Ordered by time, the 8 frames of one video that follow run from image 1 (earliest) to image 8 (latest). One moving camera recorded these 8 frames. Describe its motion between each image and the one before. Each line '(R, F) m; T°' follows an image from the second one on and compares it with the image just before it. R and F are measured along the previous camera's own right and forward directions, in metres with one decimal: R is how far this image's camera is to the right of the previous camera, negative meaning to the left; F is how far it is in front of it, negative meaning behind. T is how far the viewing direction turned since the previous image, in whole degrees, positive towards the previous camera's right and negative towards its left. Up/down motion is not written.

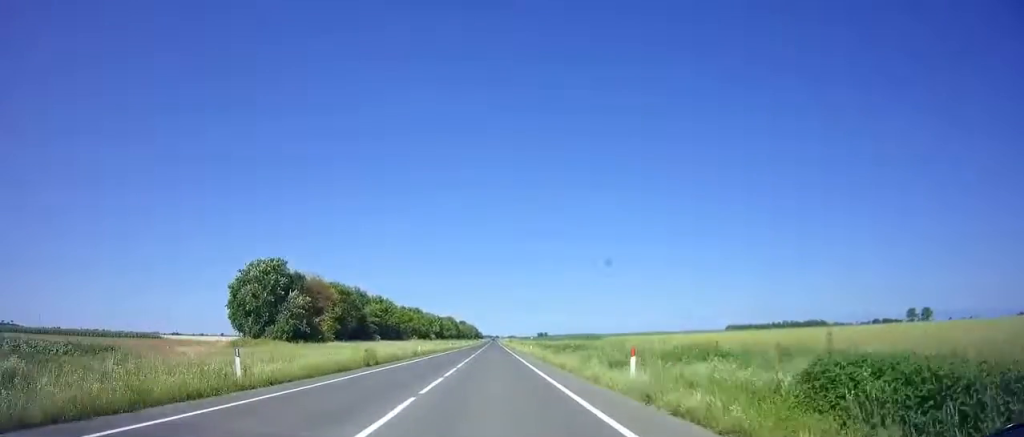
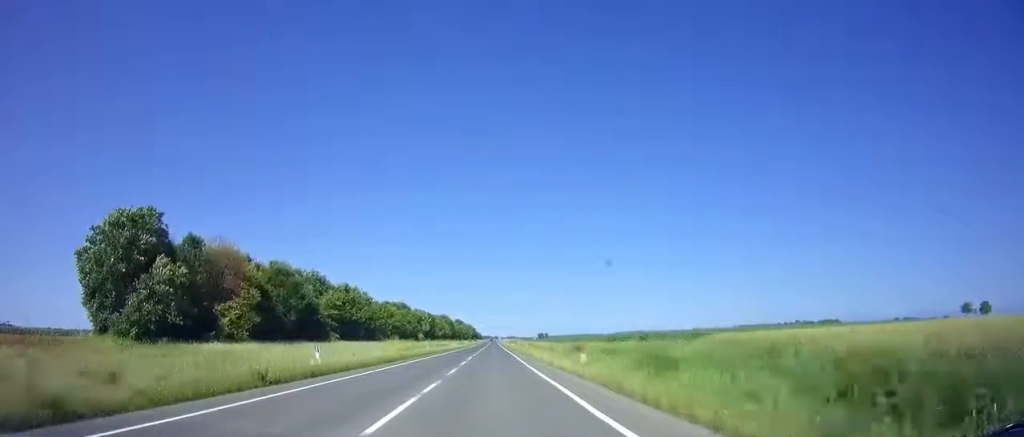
(+0.5, +29.0) m; +1°
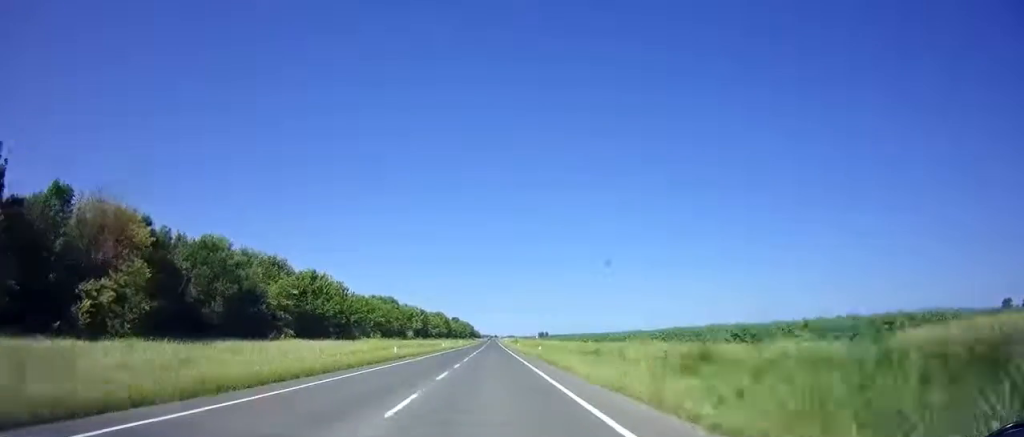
(0.0, +19.7) m; 0°
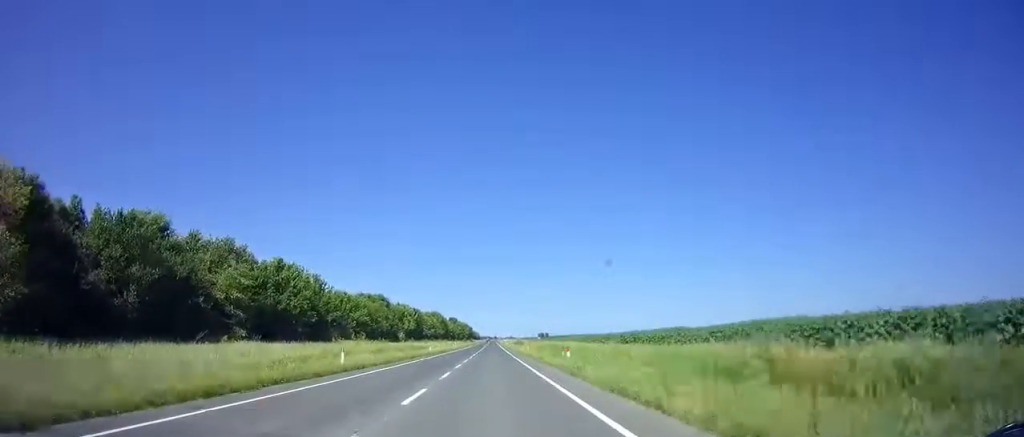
(0.0, +13.8) m; 0°
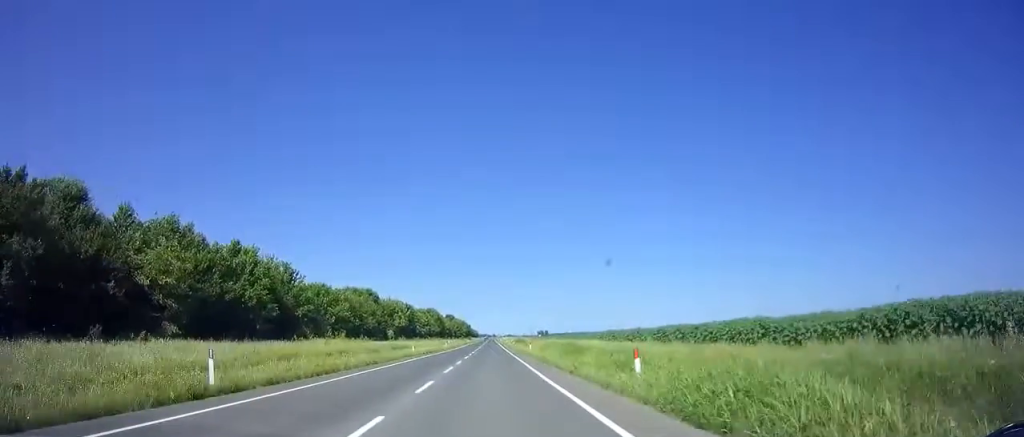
(+0.1, +11.2) m; 0°
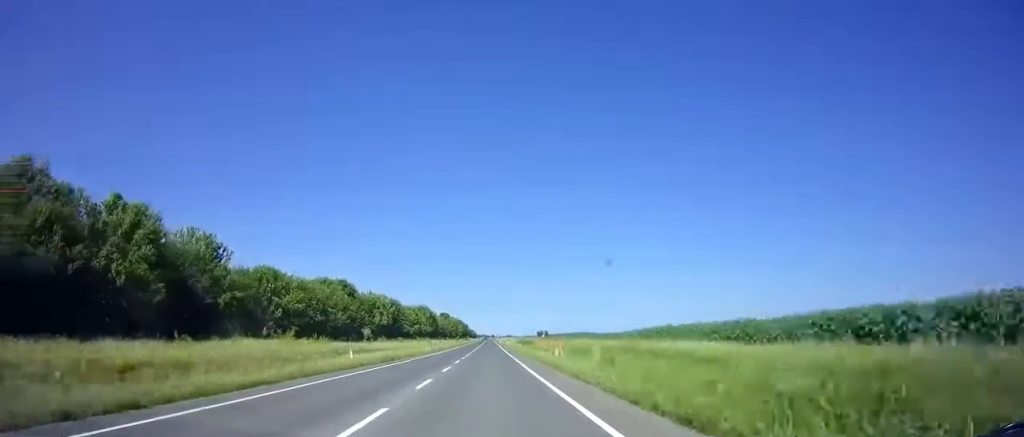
(-0.4, +20.8) m; 0°
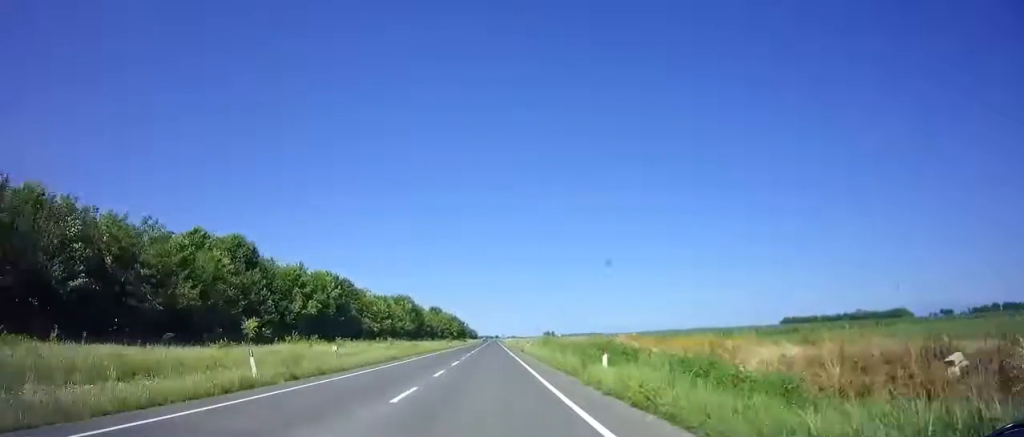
(+0.6, +47.6) m; +1°
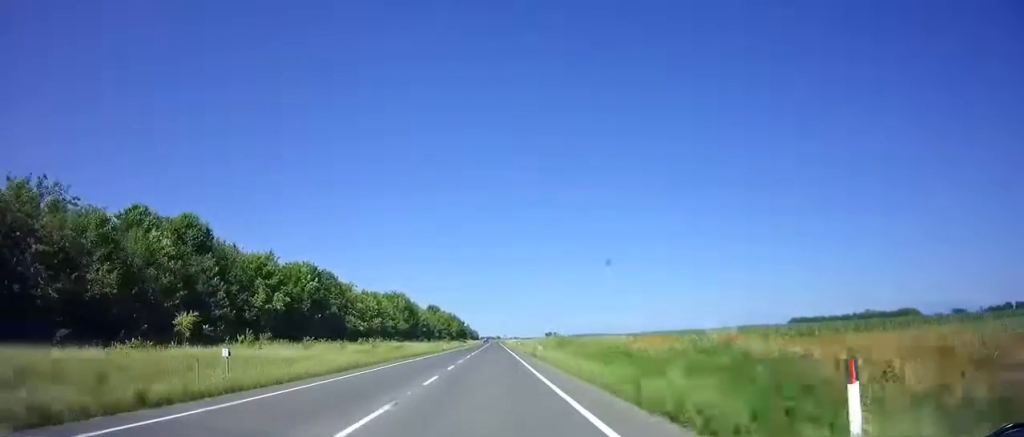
(0.0, +11.2) m; 0°
